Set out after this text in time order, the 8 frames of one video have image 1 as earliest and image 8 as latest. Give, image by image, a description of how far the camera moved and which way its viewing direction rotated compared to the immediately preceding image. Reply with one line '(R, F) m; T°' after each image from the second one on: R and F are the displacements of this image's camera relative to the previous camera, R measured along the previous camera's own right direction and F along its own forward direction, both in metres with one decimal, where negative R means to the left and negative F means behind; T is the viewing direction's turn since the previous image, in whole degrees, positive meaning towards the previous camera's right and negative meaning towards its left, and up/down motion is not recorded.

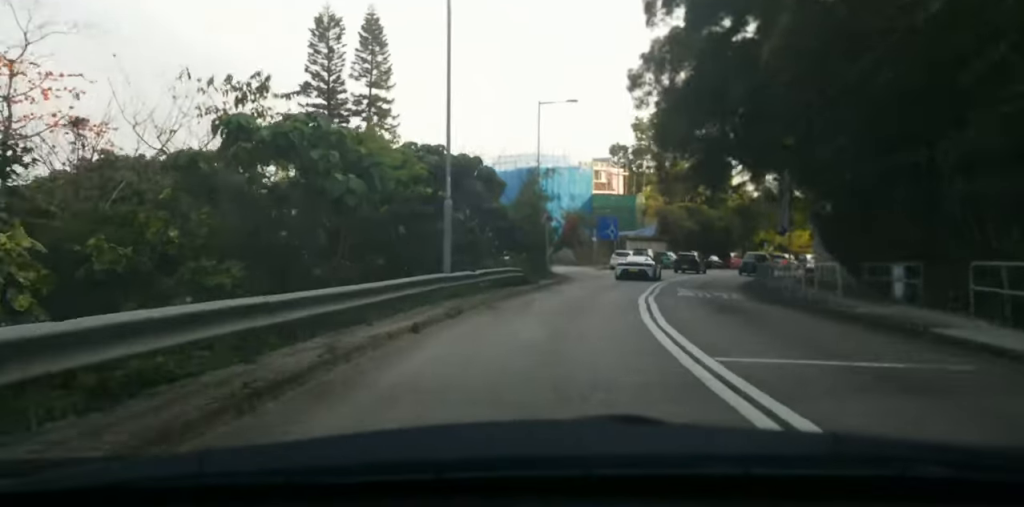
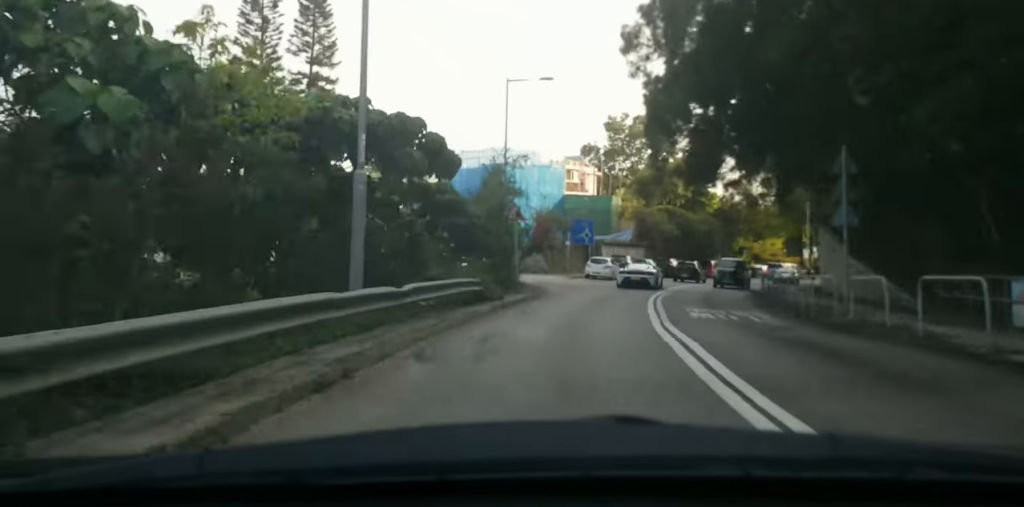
(+0.5, +7.0) m; +5°
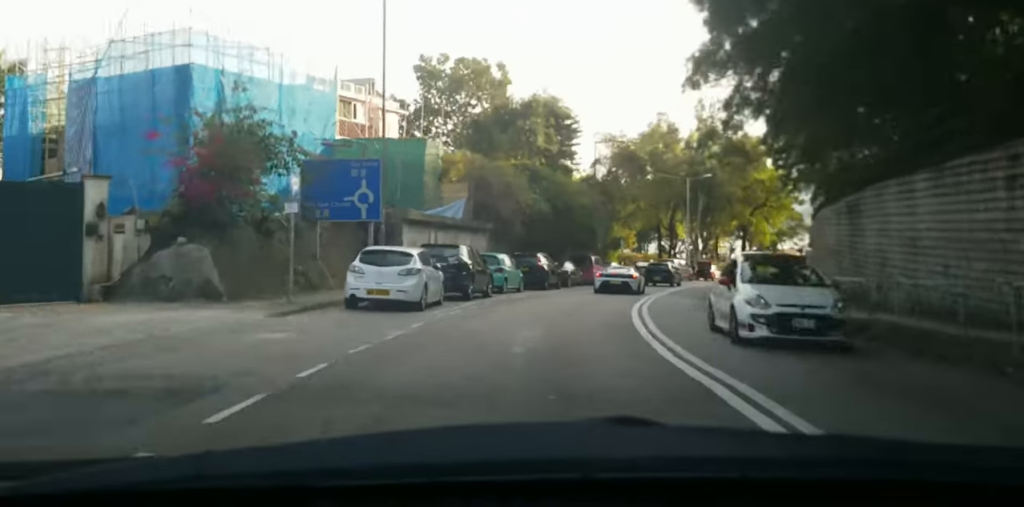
(+3.7, +34.8) m; +11°
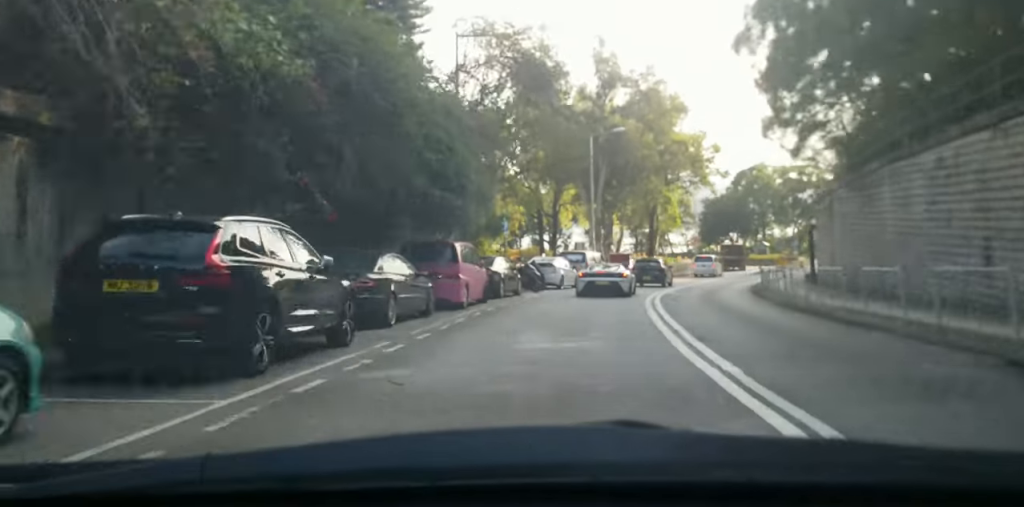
(+2.1, +26.8) m; +9°
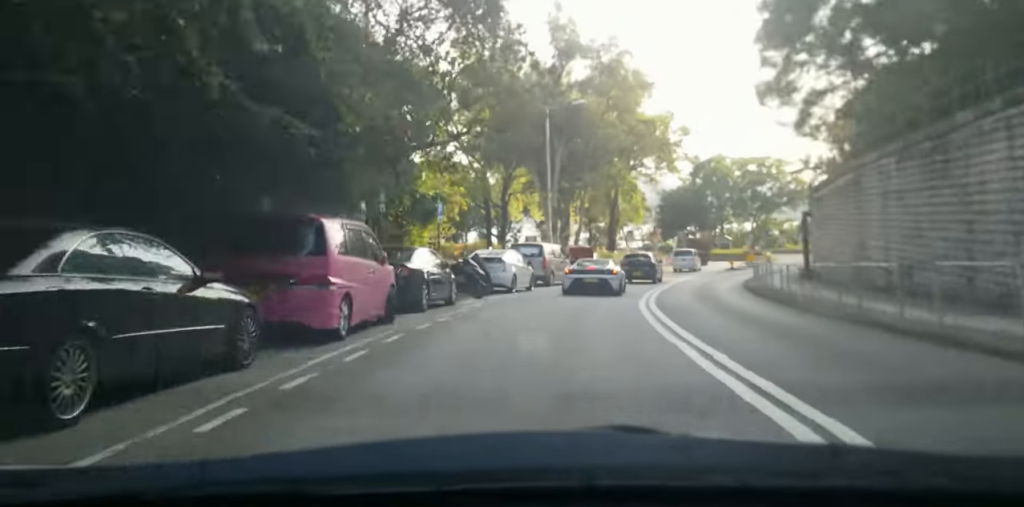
(+0.6, +8.8) m; +6°
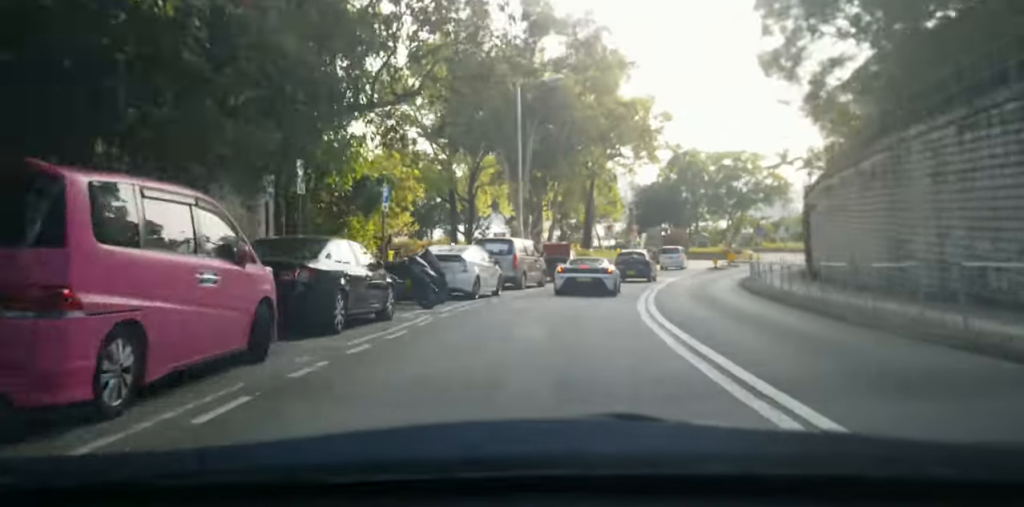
(-0.1, +5.6) m; +5°
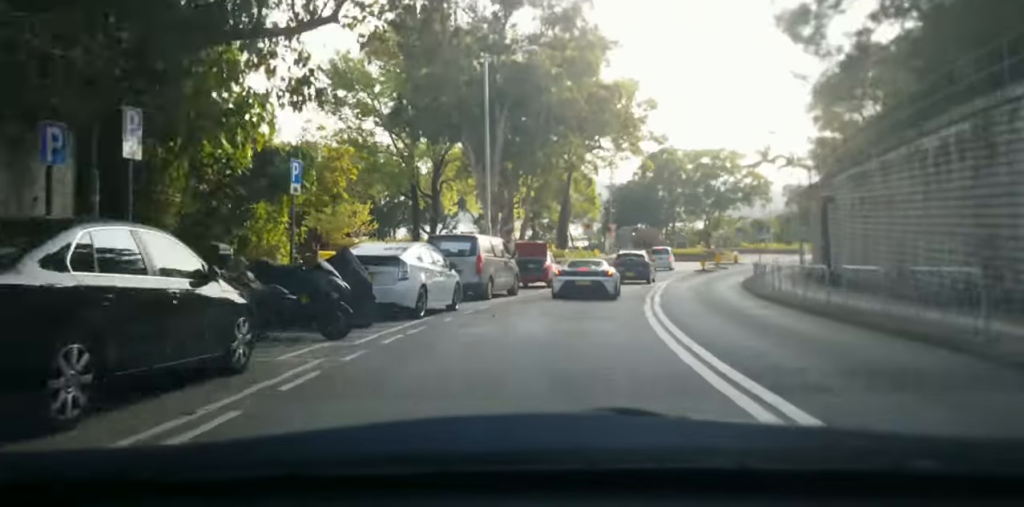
(+0.6, +6.1) m; +3°
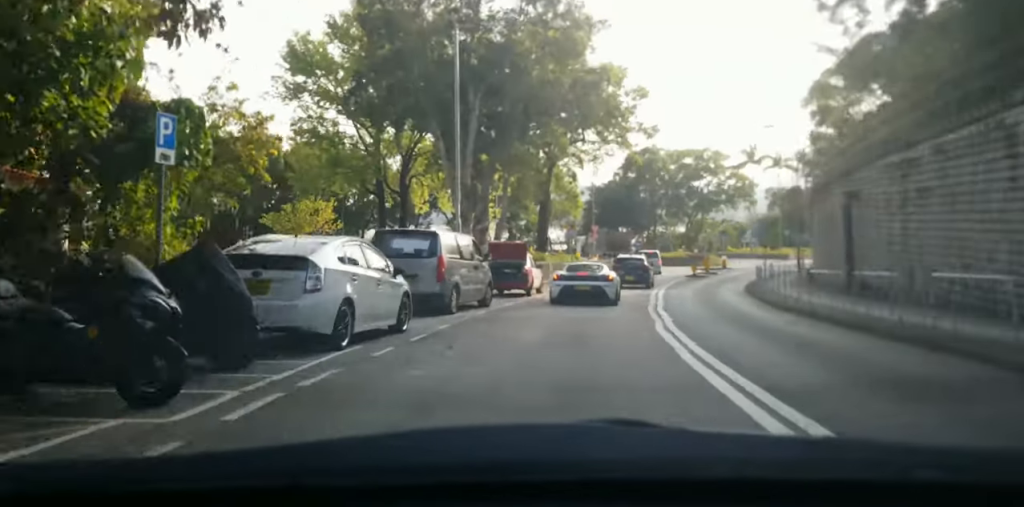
(+0.2, +5.2) m; +3°
